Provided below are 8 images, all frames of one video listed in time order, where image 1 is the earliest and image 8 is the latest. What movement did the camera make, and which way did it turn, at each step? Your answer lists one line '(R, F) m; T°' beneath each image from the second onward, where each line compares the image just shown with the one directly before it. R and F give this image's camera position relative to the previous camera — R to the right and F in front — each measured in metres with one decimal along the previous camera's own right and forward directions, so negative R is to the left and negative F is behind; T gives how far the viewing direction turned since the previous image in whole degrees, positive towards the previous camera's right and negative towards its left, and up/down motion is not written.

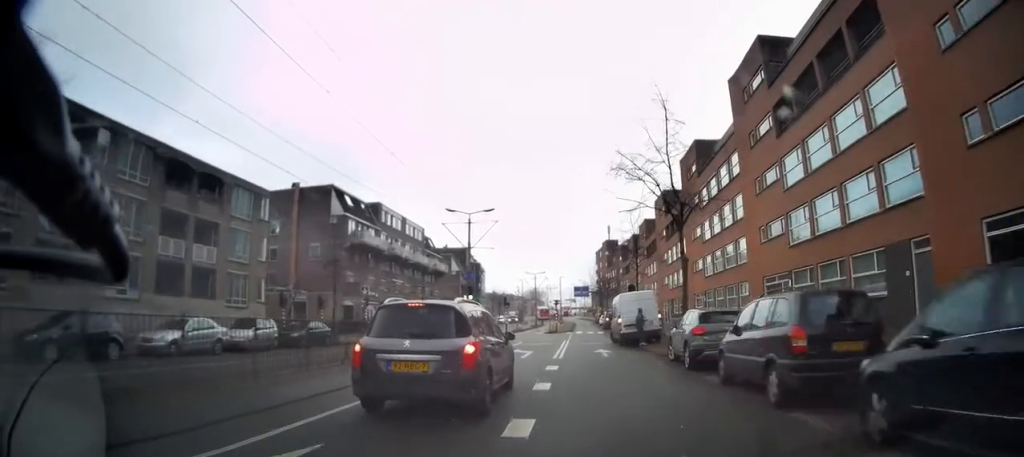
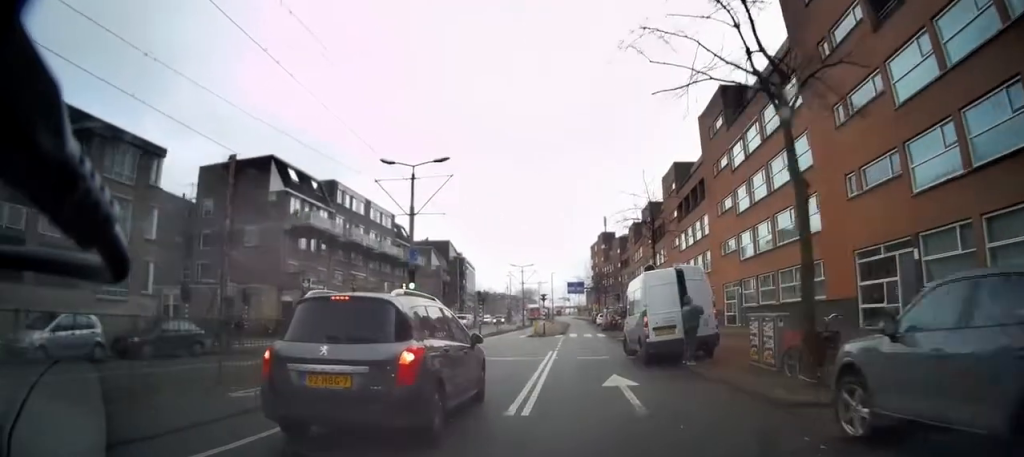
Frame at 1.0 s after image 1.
(+0.2, +10.0) m; +1°
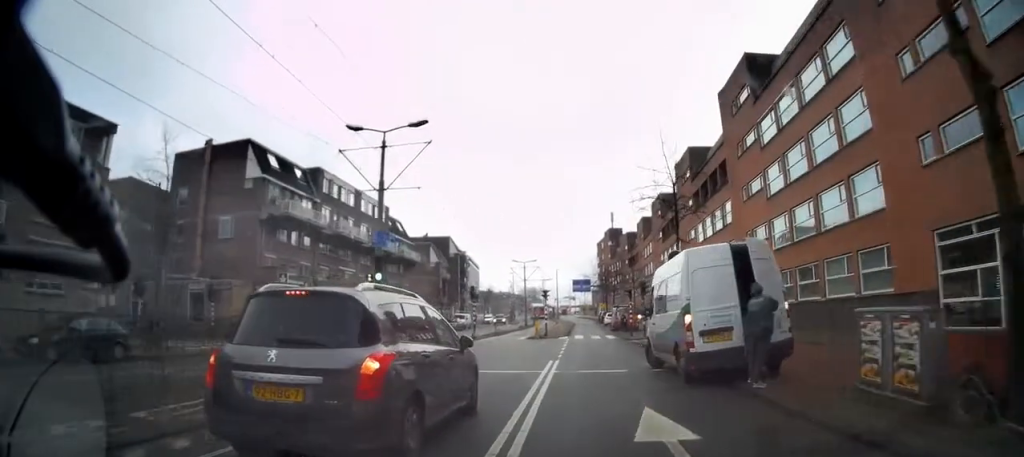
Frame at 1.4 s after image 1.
(0.0, +4.1) m; 0°
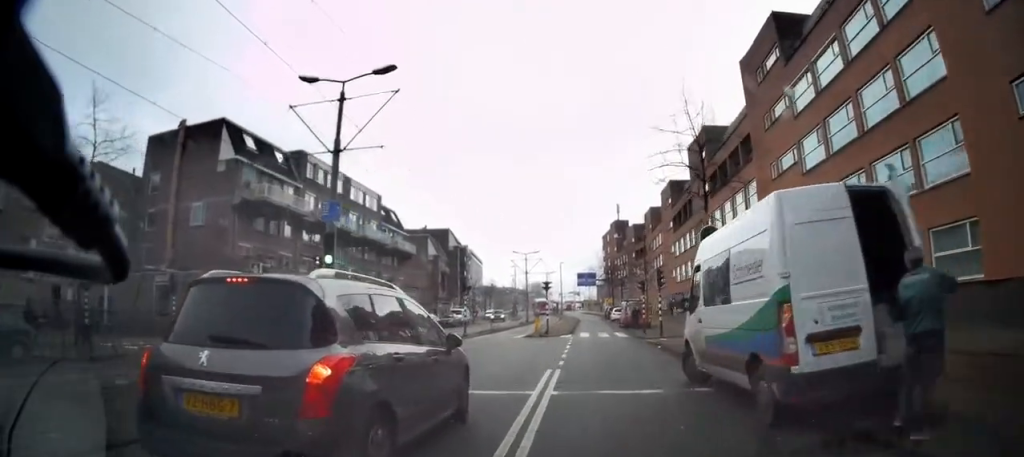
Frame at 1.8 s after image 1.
(0.0, +3.9) m; 0°
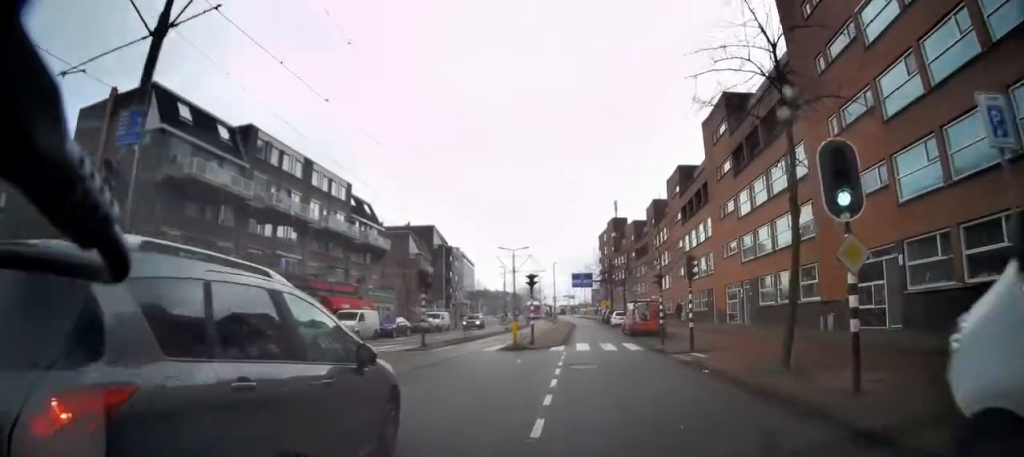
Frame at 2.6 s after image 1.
(0.0, +8.0) m; -1°
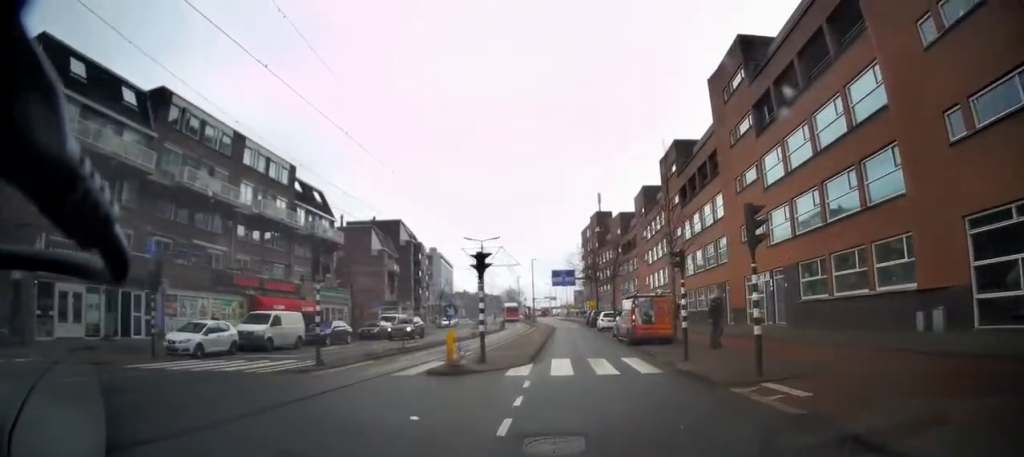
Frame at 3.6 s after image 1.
(-0.1, +9.2) m; -1°
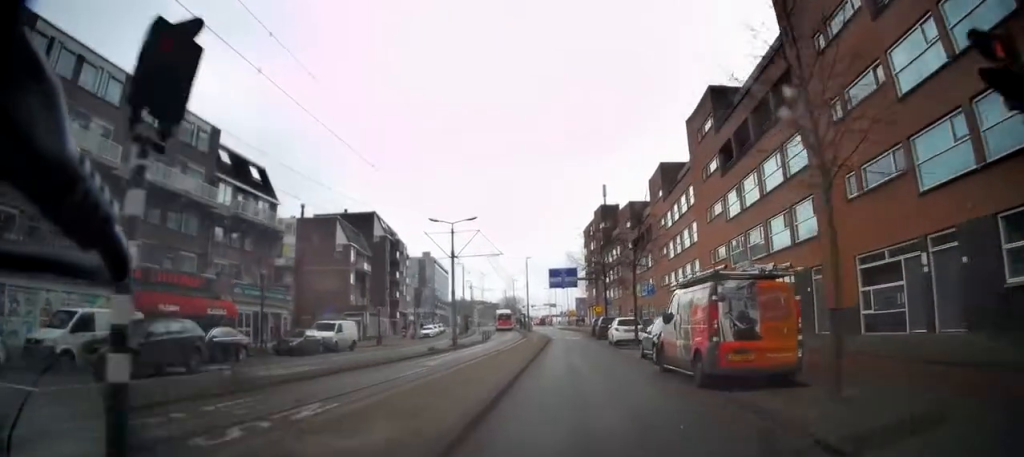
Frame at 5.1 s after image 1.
(0.0, +11.9) m; +1°
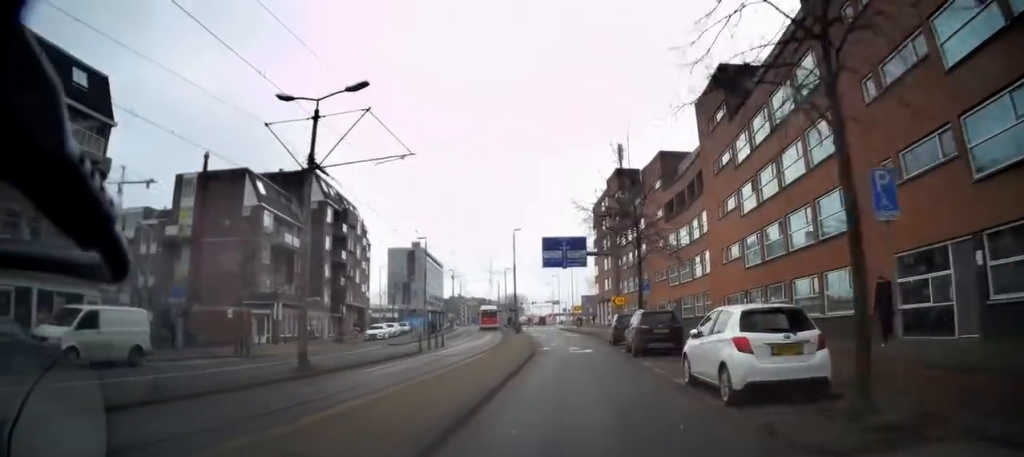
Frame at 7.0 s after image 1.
(-0.1, +16.7) m; 0°
